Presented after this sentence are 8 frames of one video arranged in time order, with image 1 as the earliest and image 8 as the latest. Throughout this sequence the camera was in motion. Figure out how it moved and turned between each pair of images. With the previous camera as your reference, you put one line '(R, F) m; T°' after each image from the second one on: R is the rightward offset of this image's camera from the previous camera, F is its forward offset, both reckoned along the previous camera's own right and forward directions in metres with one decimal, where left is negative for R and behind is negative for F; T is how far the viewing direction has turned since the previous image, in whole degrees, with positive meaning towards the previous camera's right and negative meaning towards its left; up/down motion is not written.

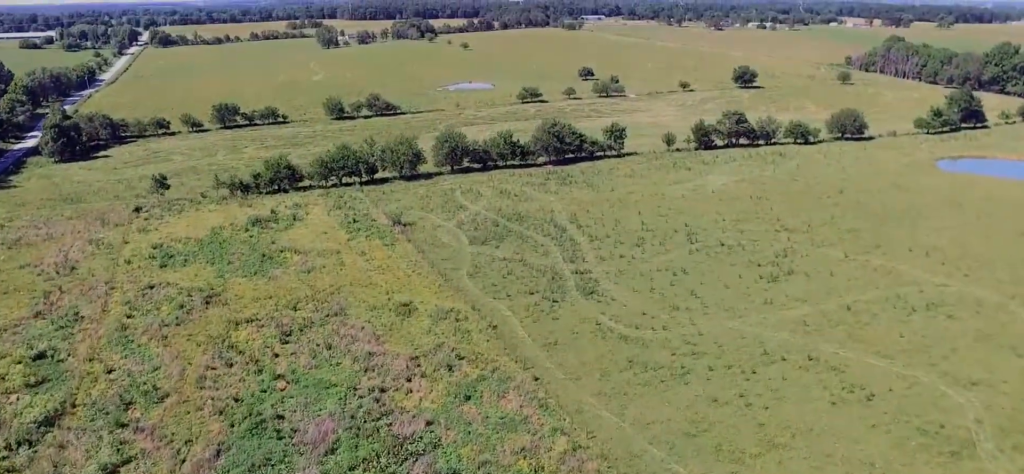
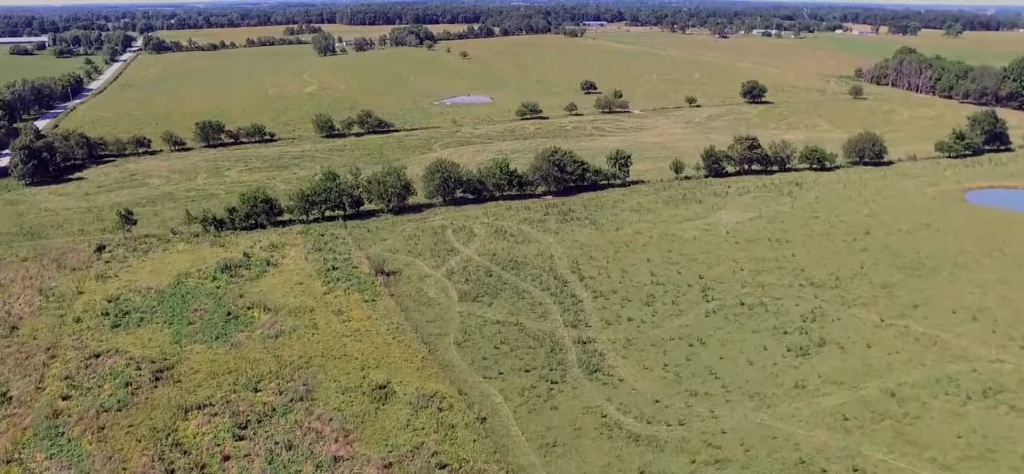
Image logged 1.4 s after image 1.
(-1.4, +15.6) m; -9°
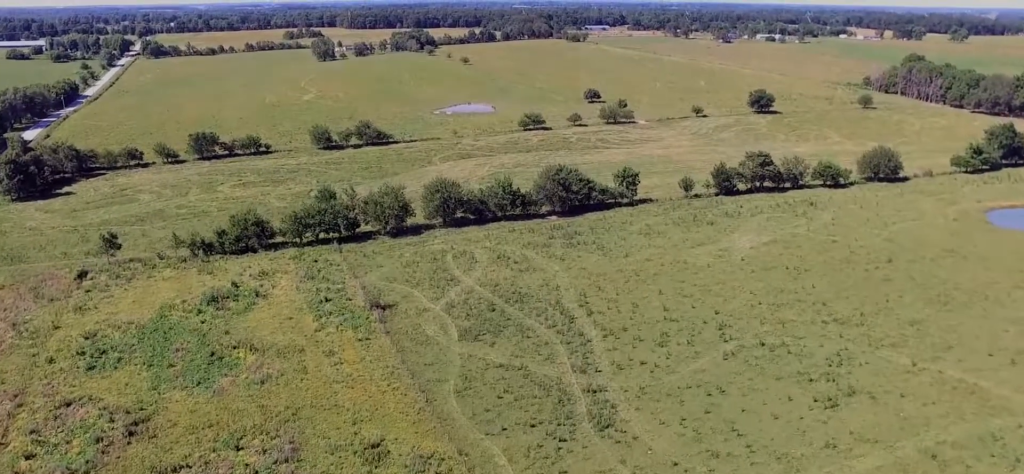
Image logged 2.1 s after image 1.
(-0.4, +8.7) m; -4°
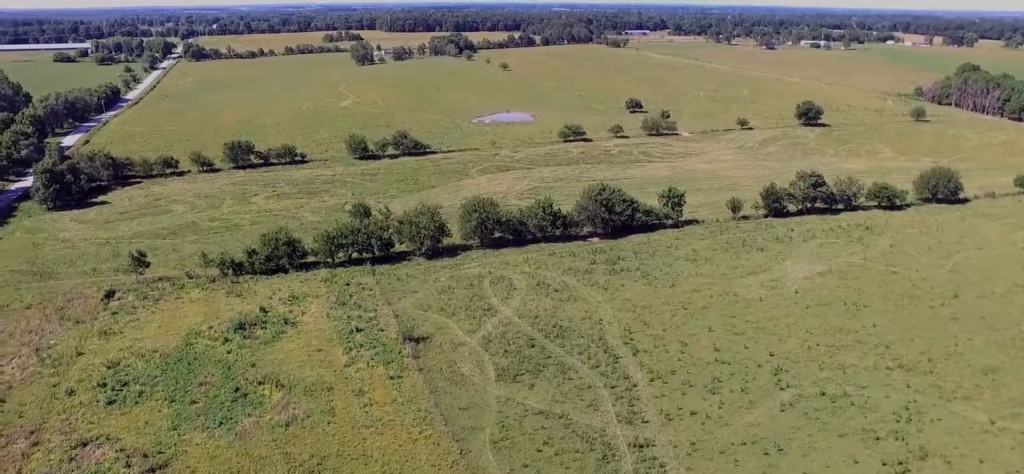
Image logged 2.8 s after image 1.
(-0.2, +7.4) m; -3°
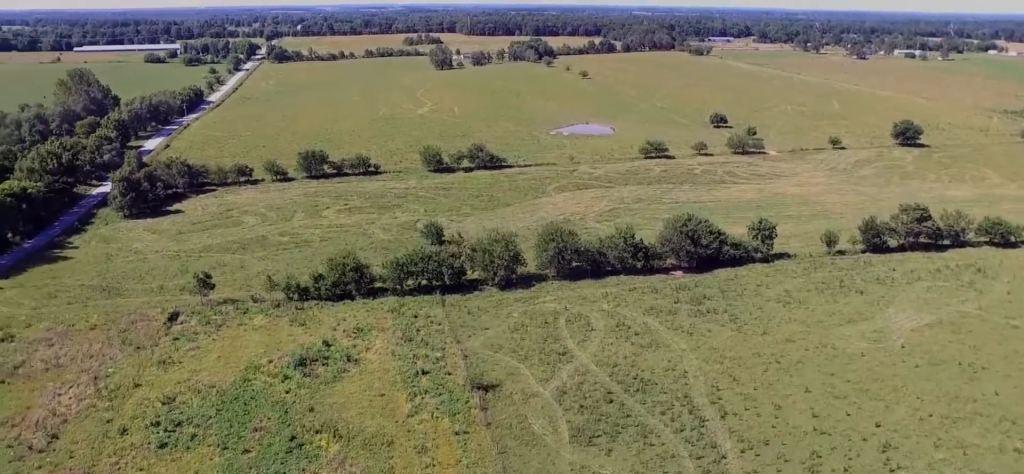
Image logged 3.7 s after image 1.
(-0.3, +9.4) m; -2°
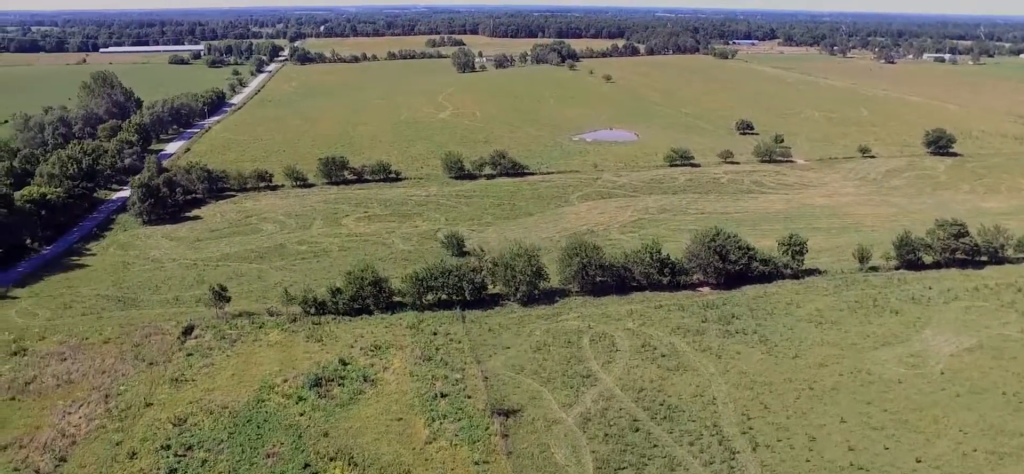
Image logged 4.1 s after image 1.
(0.0, +4.4) m; 0°
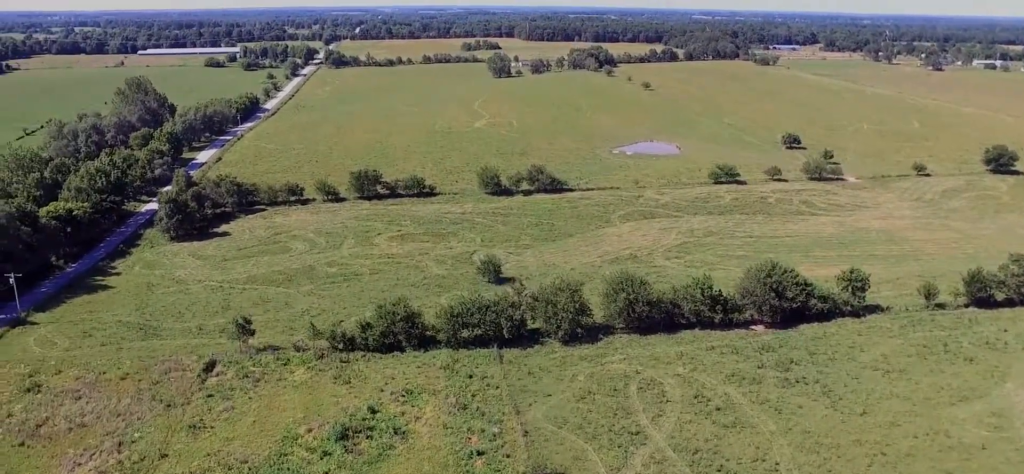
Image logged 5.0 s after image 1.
(-0.1, +10.4) m; 0°
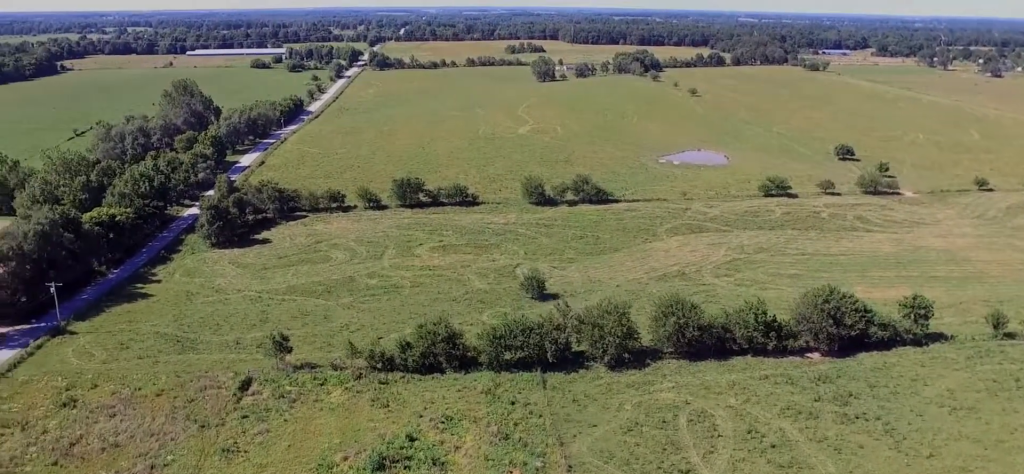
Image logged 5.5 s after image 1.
(0.0, +5.7) m; 0°
